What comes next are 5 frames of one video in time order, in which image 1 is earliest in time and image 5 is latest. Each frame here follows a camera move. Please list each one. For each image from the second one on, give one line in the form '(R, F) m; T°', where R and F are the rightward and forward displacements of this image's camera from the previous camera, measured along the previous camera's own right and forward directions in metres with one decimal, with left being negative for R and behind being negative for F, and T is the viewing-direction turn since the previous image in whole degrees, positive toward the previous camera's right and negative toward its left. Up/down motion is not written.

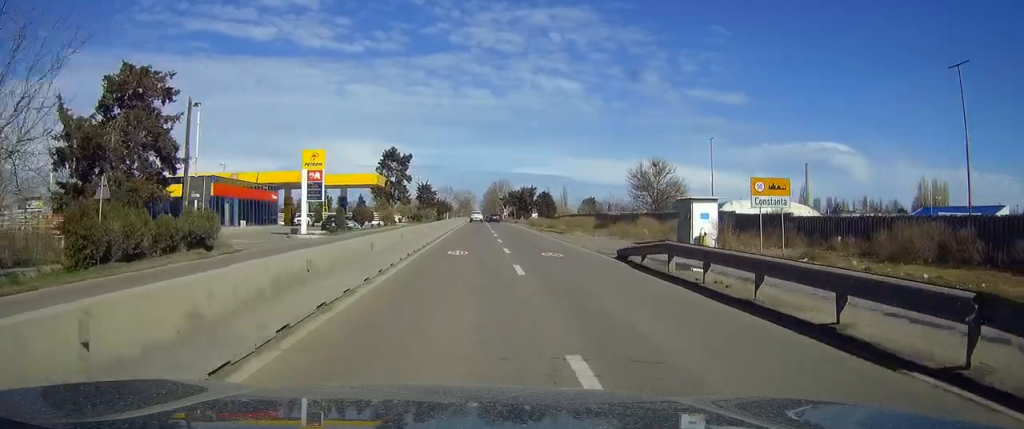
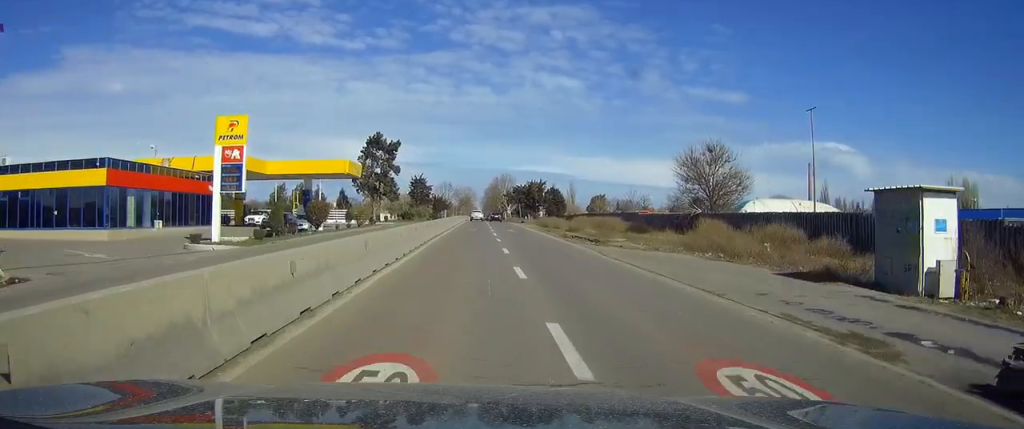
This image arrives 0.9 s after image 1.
(0.0, +19.0) m; 0°
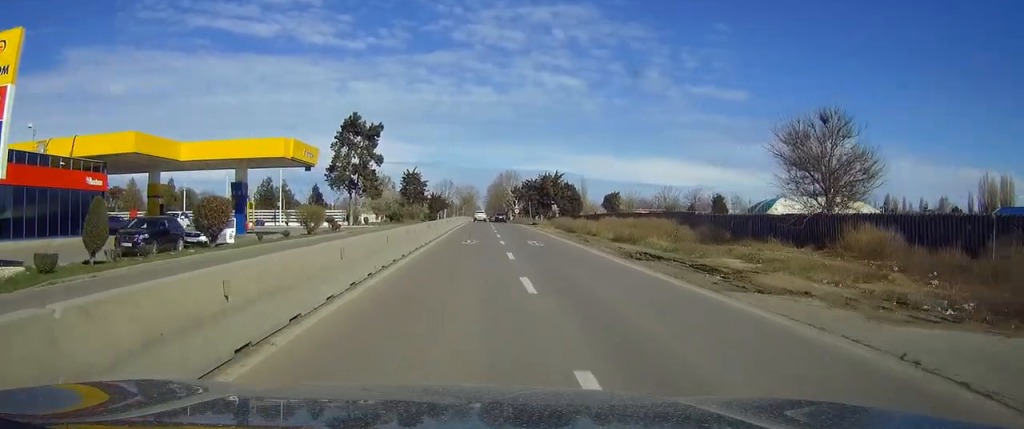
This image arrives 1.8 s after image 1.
(0.0, +20.8) m; 0°
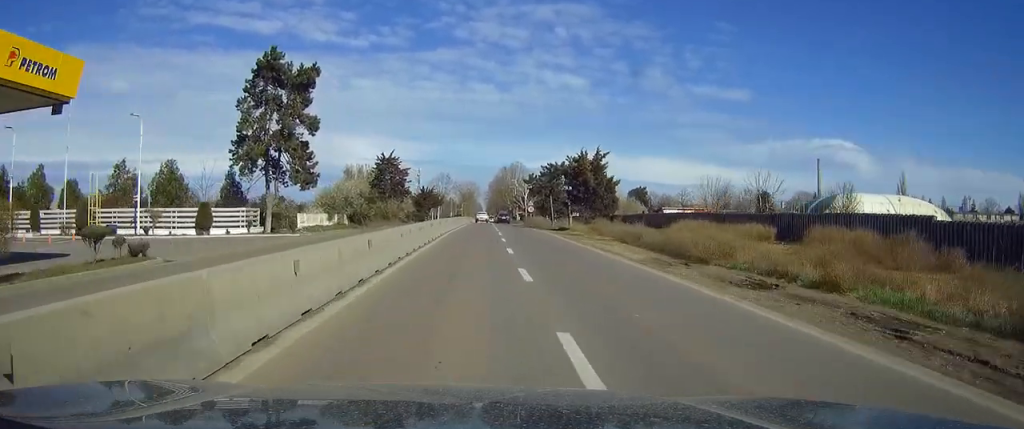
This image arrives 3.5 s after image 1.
(-0.2, +33.9) m; 0°
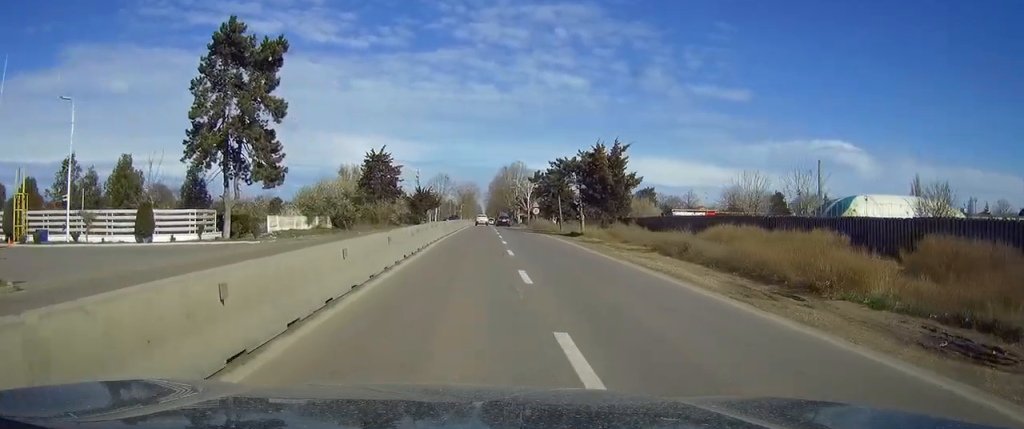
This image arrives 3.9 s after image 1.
(0.0, +8.8) m; 0°
